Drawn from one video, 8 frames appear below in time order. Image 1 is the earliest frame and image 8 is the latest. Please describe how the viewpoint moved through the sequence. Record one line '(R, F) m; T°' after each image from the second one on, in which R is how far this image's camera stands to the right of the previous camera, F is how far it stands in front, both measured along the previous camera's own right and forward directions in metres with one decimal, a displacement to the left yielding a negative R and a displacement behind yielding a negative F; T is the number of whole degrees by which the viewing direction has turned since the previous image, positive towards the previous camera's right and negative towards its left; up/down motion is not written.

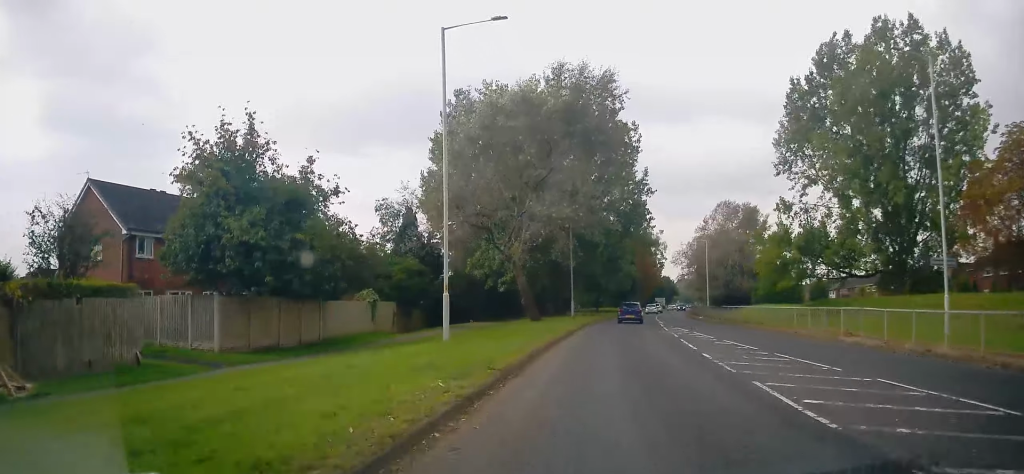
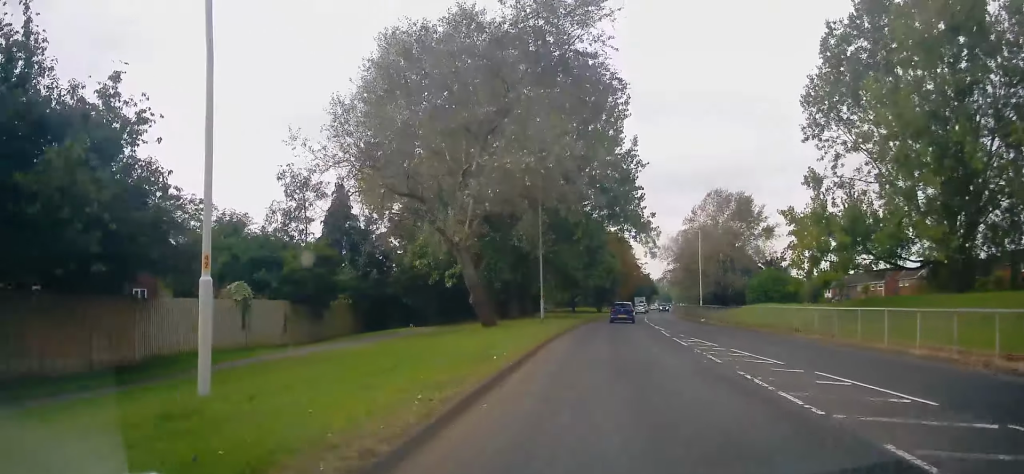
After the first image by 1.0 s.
(+0.3, +11.1) m; +4°
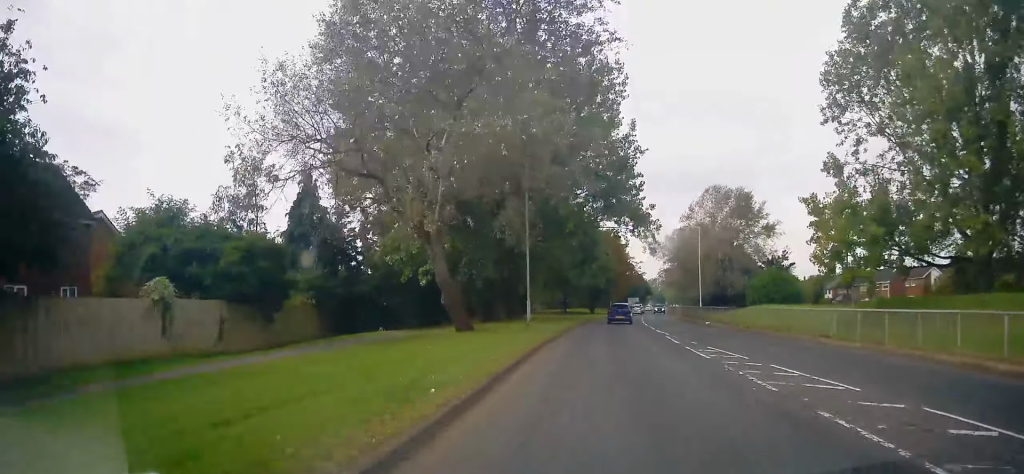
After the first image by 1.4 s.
(0.0, +4.4) m; +2°
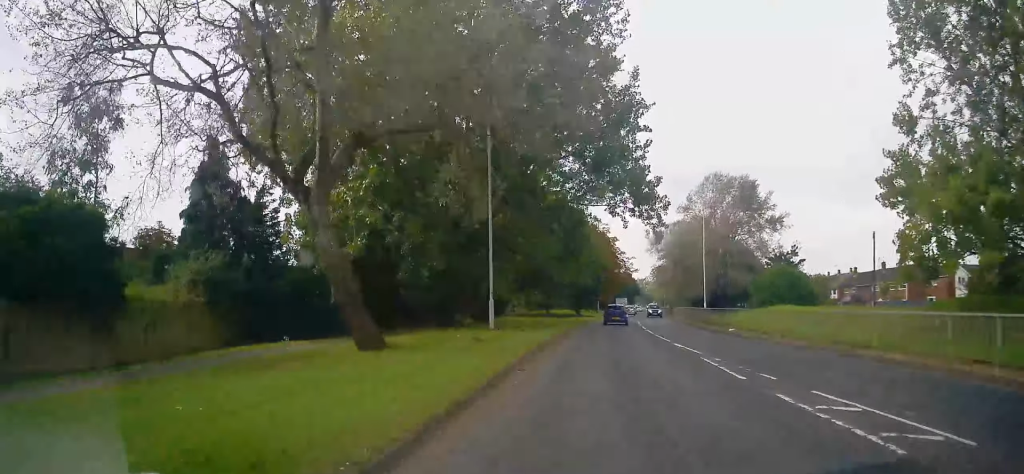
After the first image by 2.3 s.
(+0.5, +9.8) m; 0°
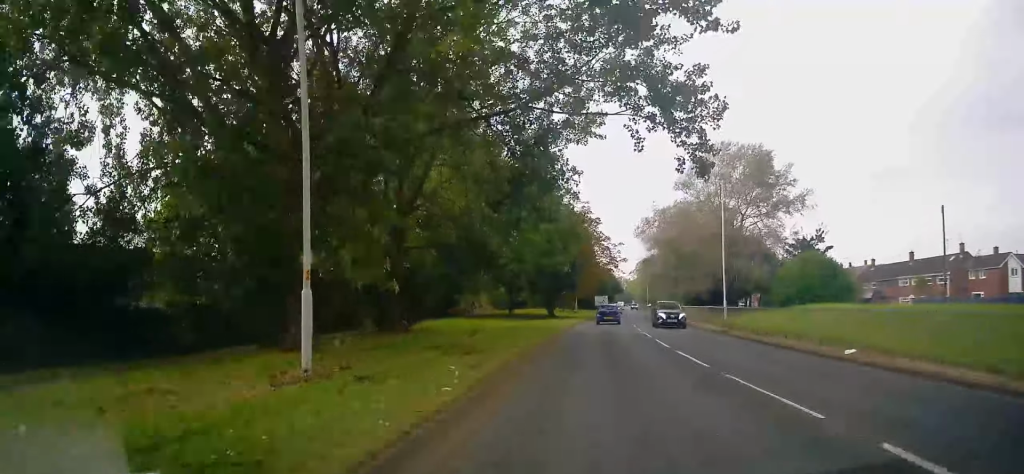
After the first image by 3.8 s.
(-0.3, +15.9) m; +1°
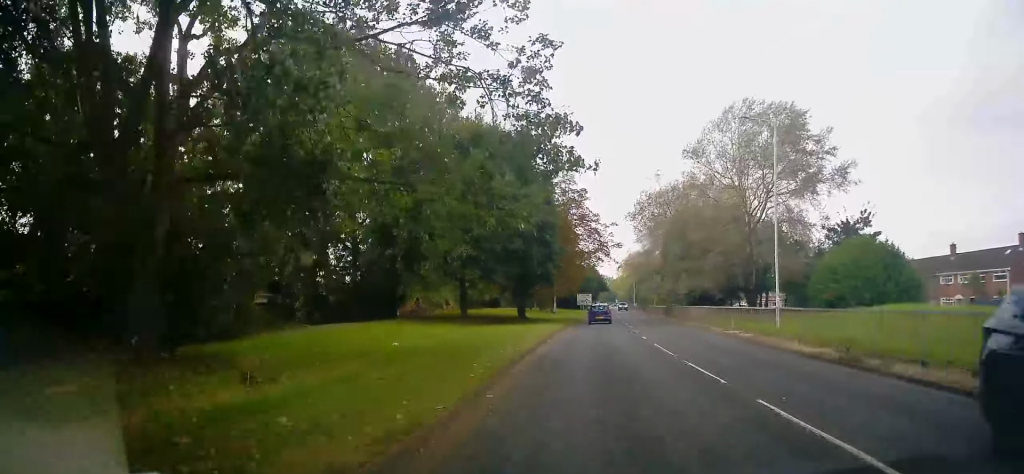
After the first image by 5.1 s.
(+0.5, +14.9) m; +4°
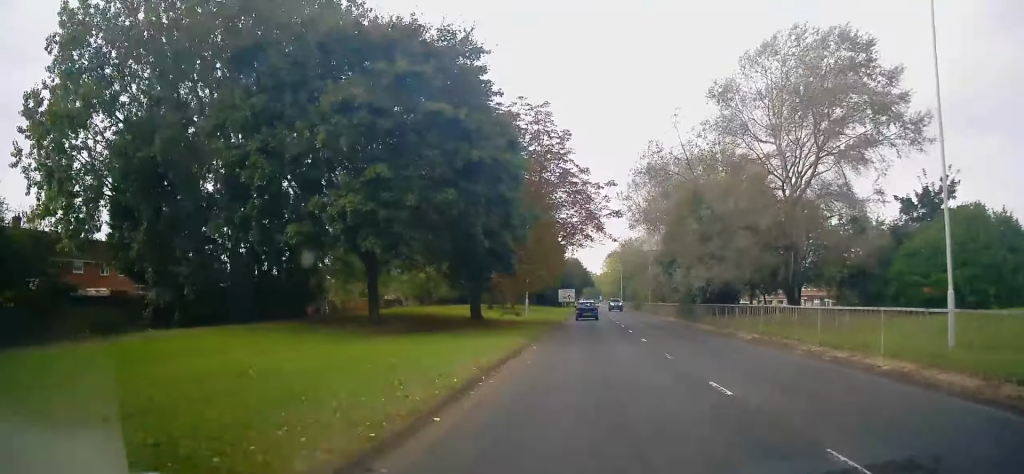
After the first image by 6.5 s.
(+0.5, +15.2) m; +1°
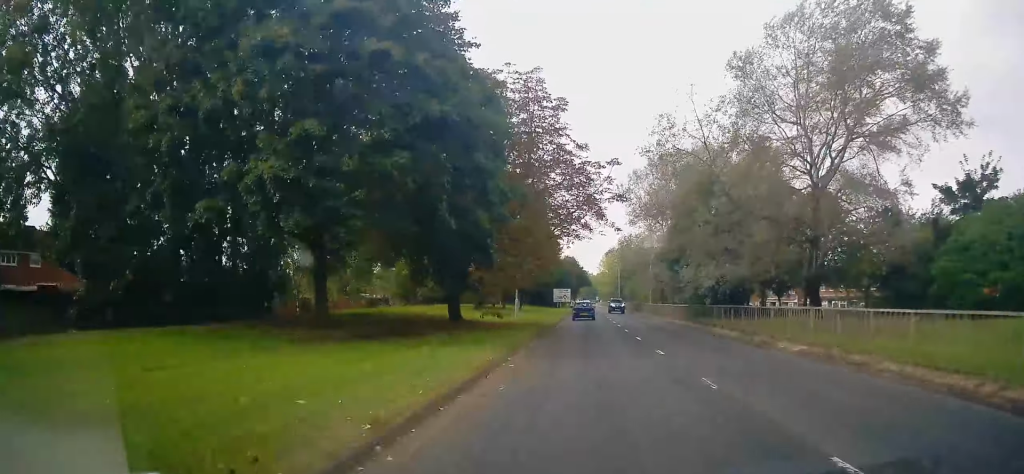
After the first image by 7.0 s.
(-0.3, +5.1) m; 0°
